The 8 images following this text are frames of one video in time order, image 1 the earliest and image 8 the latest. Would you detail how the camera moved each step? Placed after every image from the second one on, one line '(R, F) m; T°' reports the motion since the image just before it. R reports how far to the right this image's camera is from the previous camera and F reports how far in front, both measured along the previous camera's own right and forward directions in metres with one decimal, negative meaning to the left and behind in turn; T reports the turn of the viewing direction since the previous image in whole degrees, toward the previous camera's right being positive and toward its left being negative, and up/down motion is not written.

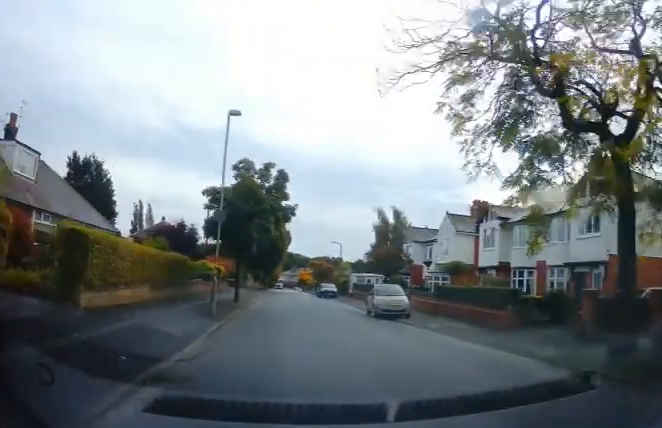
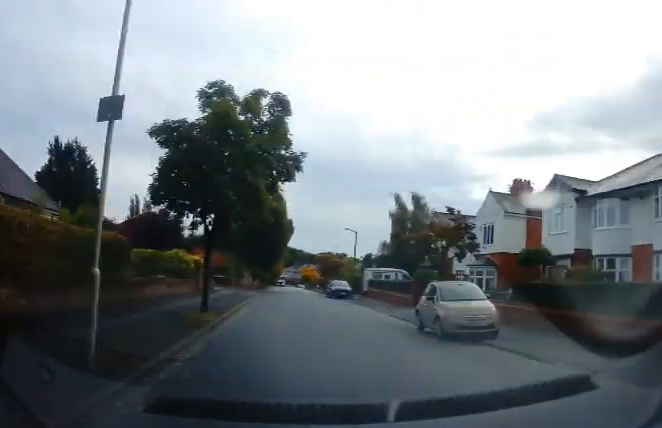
(0.0, +8.8) m; -1°
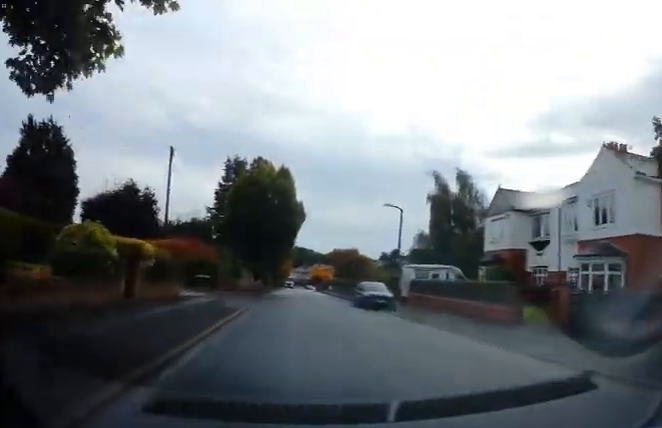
(-0.1, +12.4) m; +1°
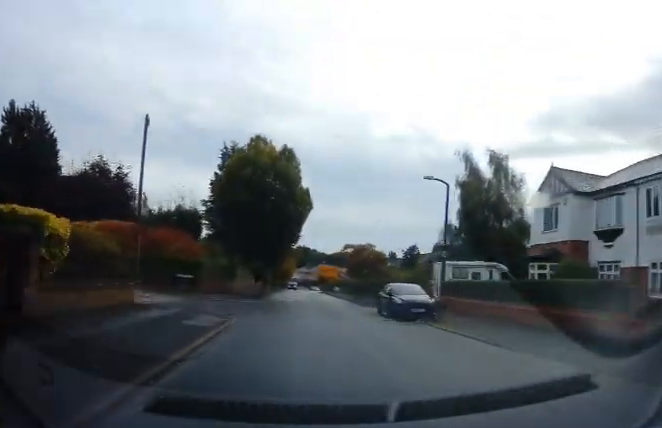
(+0.1, +6.7) m; 0°
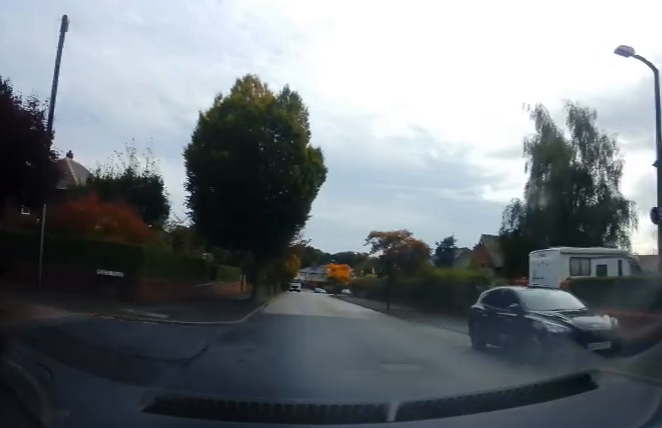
(-0.3, +11.5) m; -1°
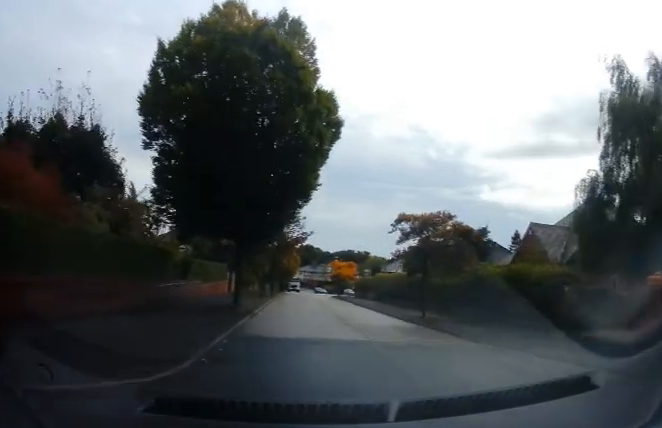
(+0.1, +7.5) m; 0°
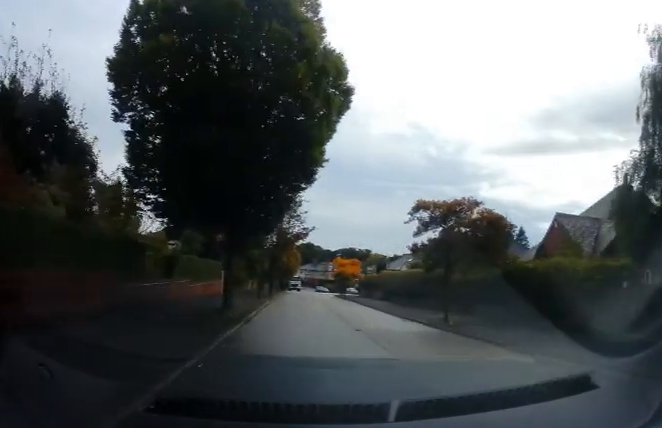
(0.0, +3.0) m; 0°
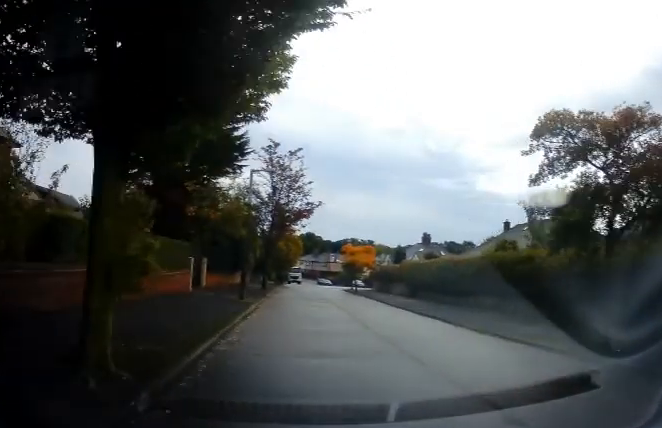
(-0.2, +9.6) m; -1°
